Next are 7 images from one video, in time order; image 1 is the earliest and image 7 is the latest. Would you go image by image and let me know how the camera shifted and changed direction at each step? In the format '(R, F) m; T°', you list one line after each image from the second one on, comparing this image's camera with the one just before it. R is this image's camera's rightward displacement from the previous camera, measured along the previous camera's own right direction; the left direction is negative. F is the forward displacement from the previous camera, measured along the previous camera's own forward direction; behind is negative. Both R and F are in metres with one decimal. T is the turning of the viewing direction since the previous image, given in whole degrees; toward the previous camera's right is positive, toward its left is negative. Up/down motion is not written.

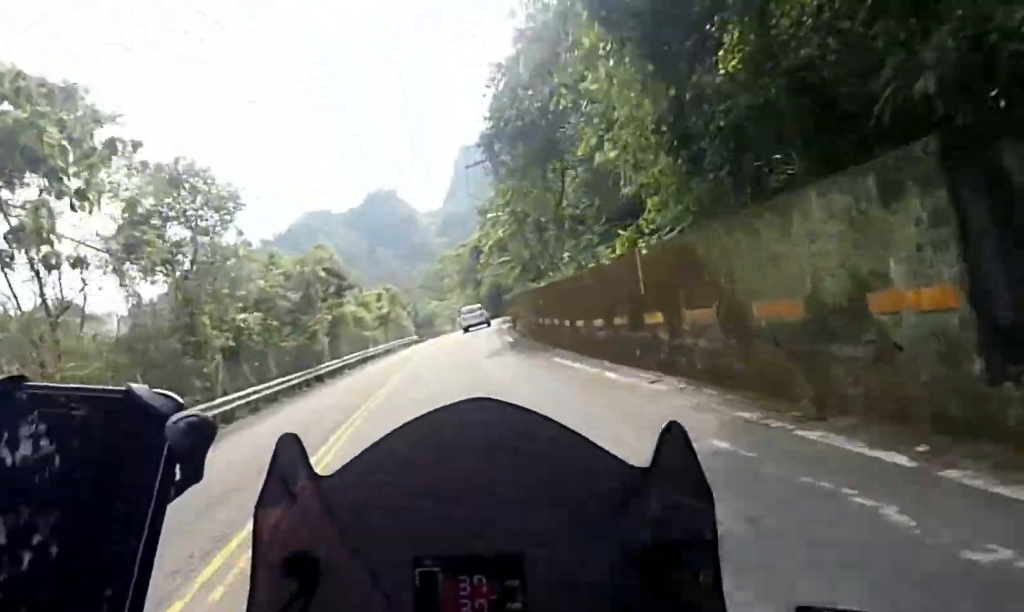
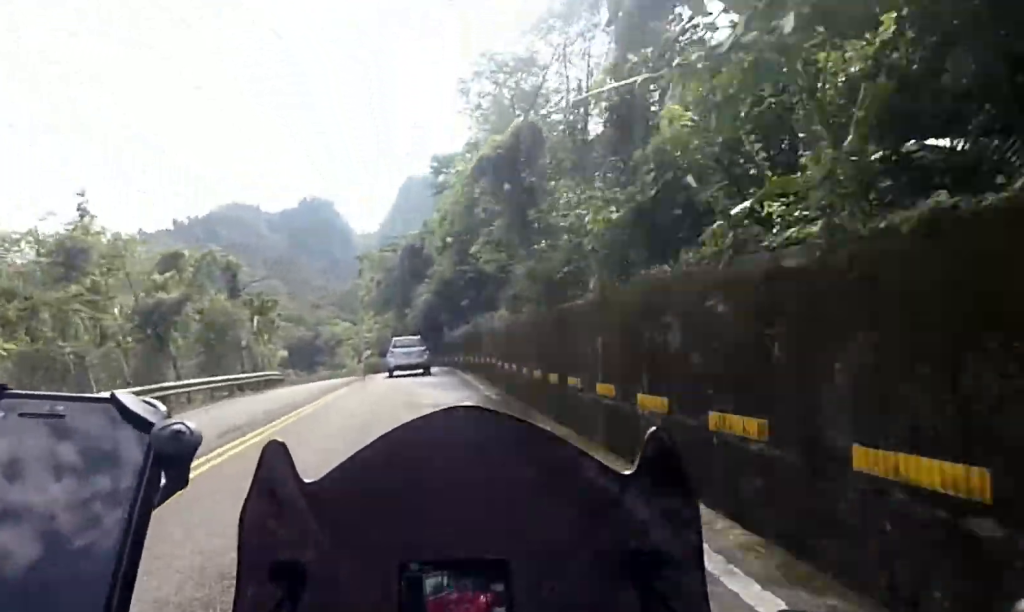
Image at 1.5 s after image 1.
(+1.7, +28.4) m; +4°
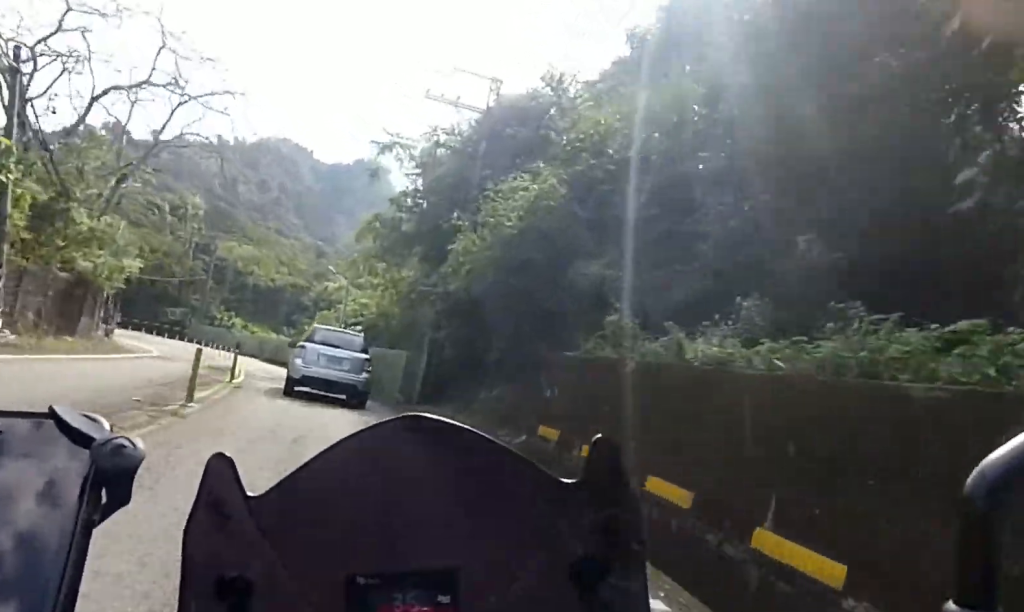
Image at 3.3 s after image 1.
(-1.8, +28.5) m; -14°
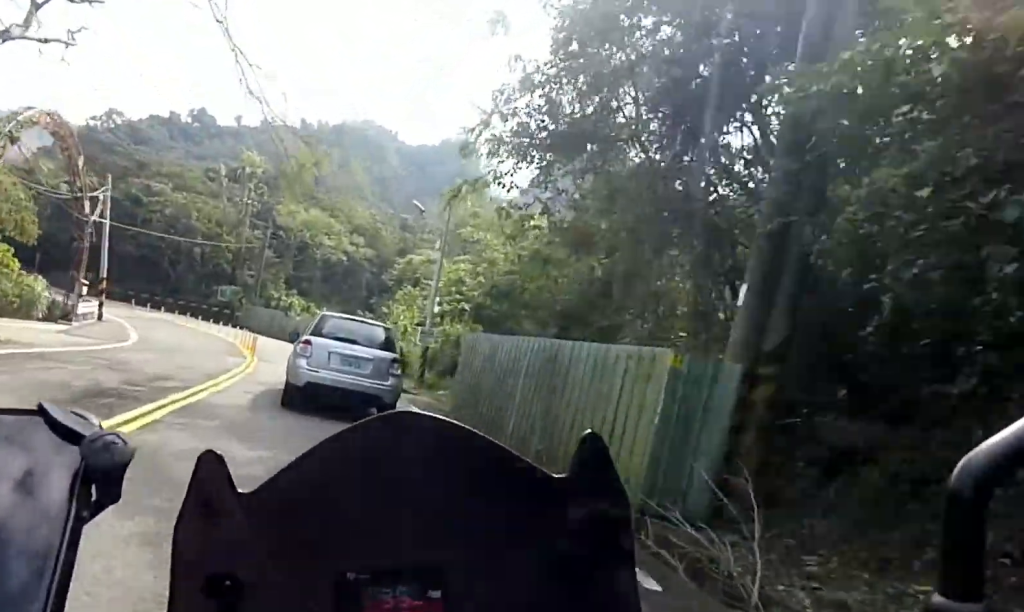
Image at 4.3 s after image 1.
(-1.7, +13.0) m; -10°
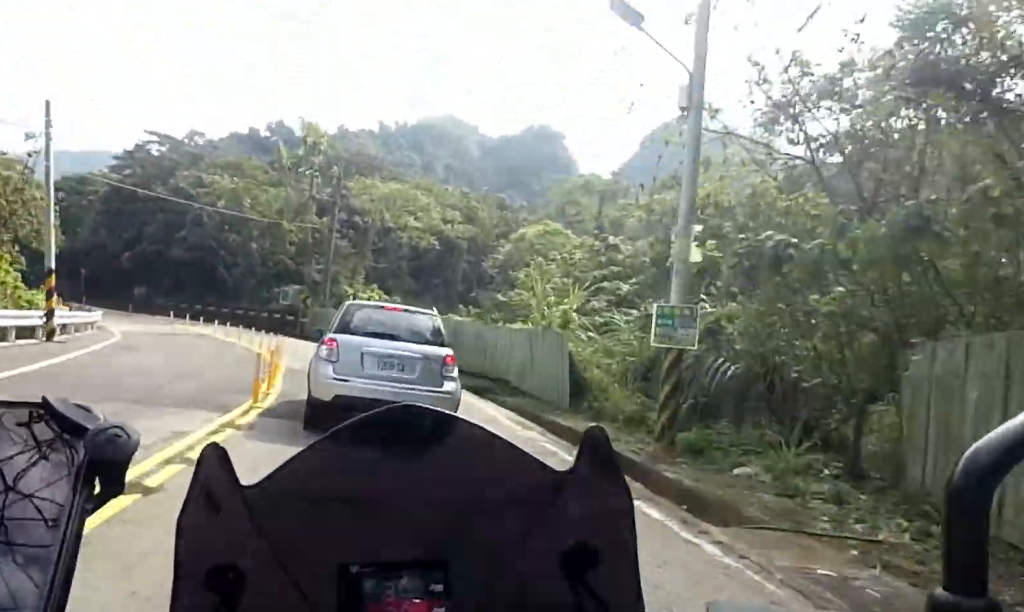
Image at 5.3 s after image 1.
(-0.5, +11.5) m; -2°
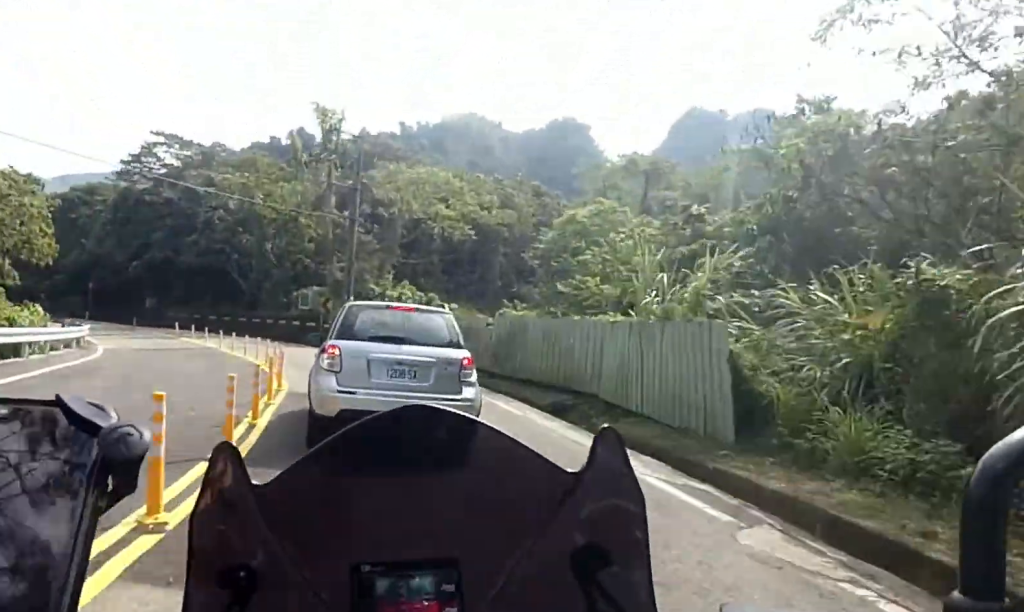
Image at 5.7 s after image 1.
(0.0, +4.6) m; -1°
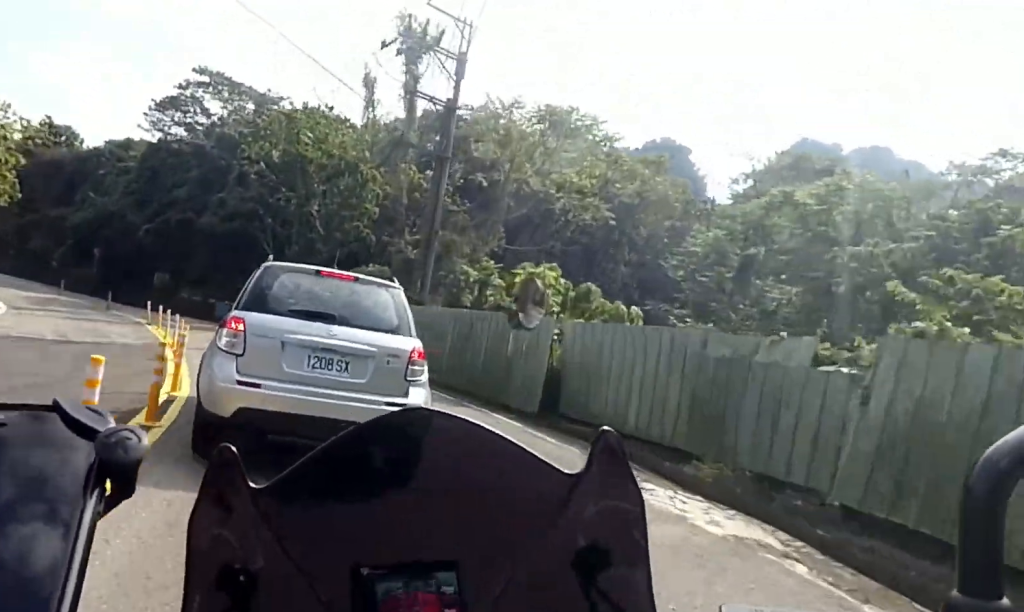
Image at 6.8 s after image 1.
(-0.4, +11.5) m; -12°
